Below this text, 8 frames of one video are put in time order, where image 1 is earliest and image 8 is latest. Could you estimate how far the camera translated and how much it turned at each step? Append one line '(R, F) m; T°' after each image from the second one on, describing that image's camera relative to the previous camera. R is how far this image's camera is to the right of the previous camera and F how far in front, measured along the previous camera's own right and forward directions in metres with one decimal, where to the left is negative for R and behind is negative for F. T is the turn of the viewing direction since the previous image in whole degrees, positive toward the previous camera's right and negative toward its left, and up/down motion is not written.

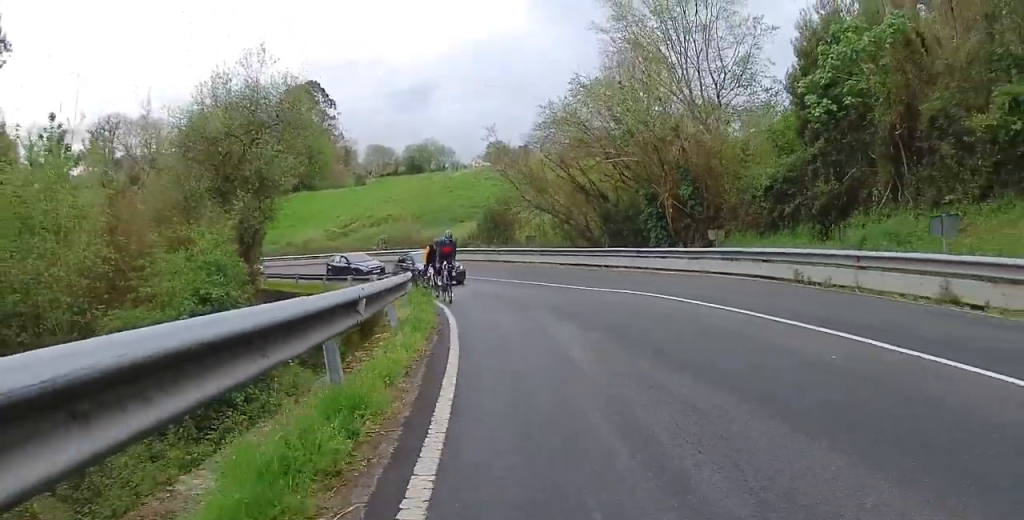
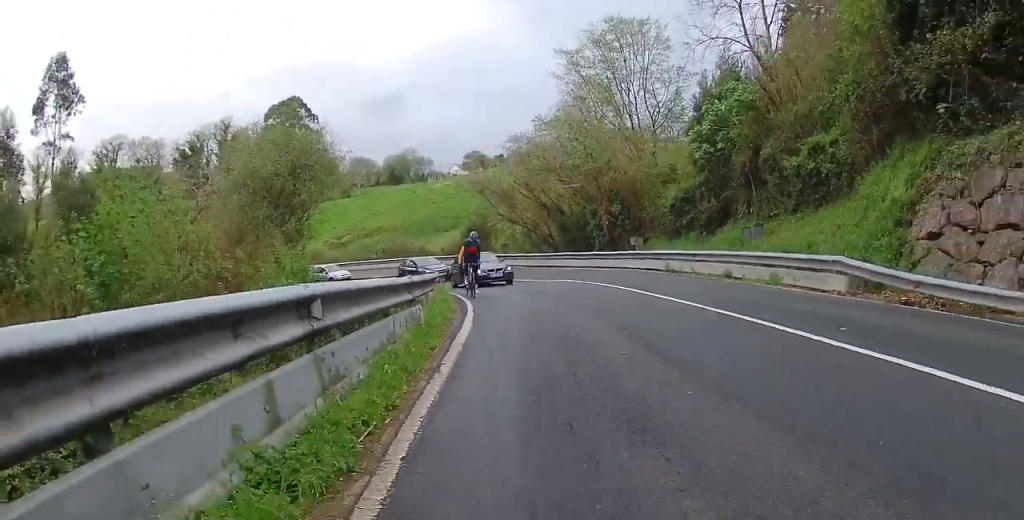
(-0.3, +8.3) m; -5°
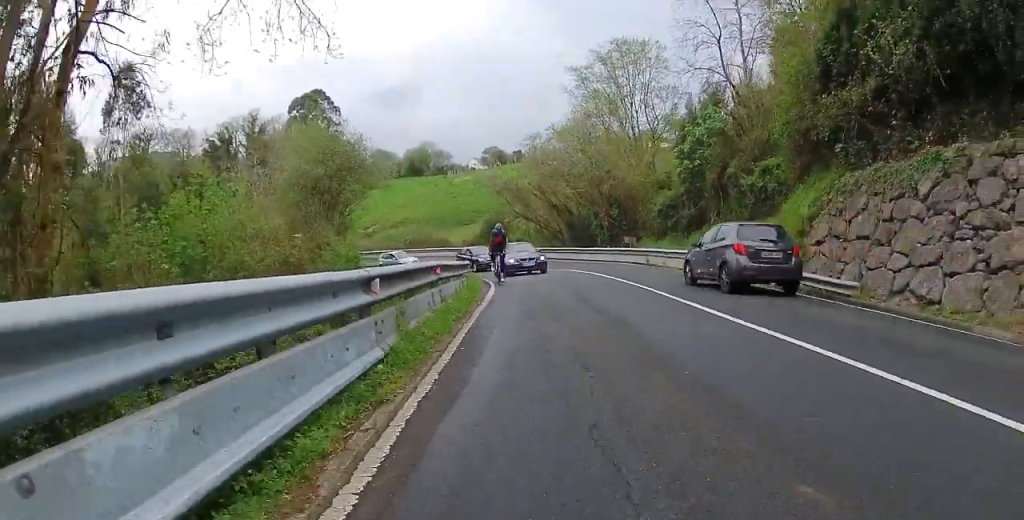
(0.0, +5.4) m; +1°
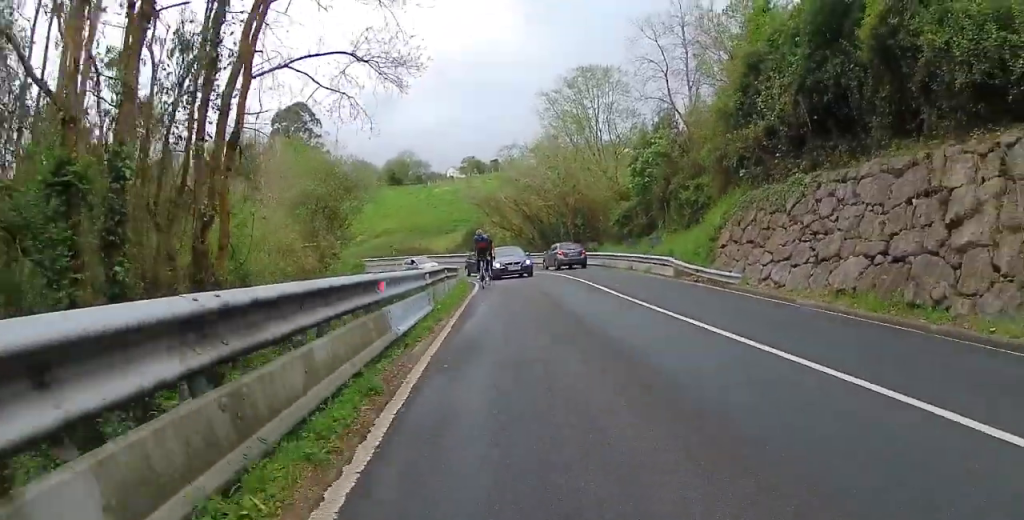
(+0.1, +5.5) m; +2°
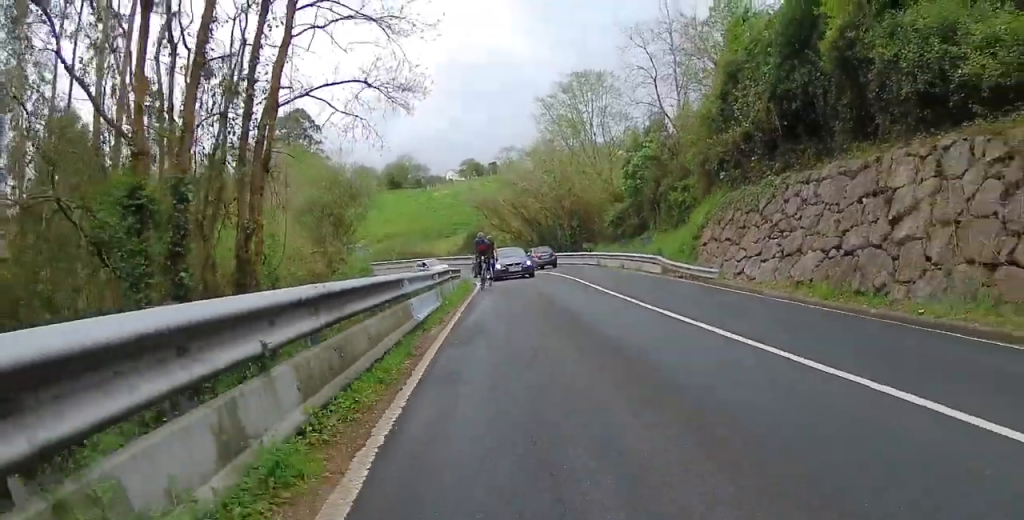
(0.0, +1.8) m; +1°
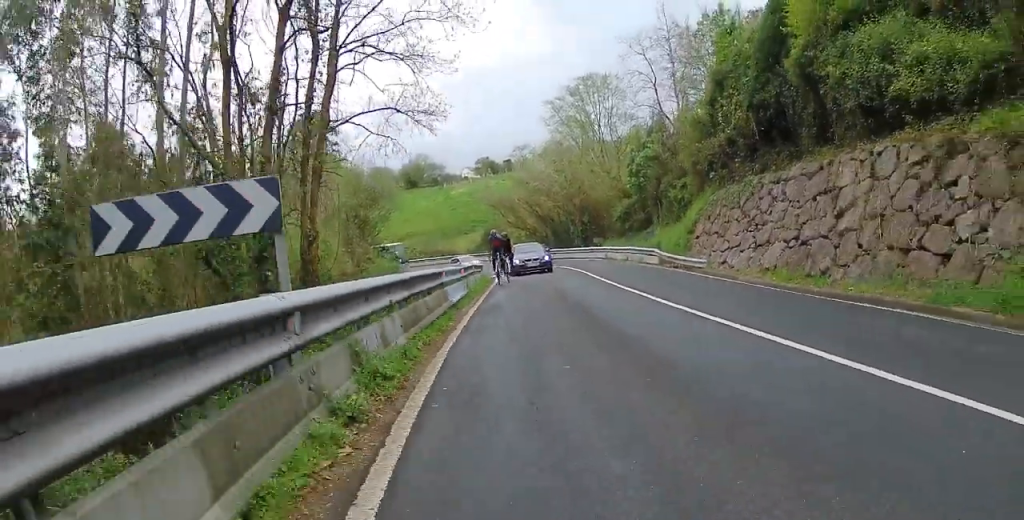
(0.0, +2.9) m; -3°
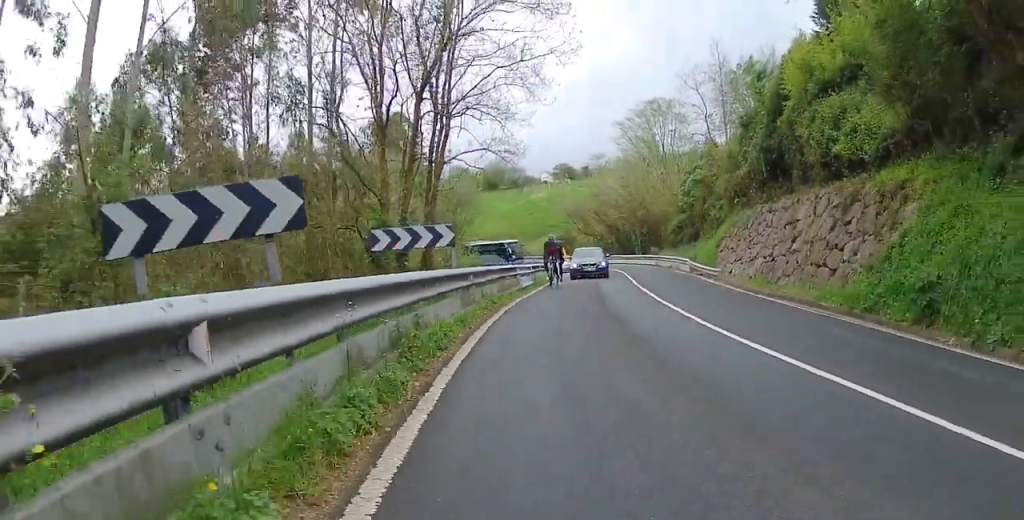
(-0.5, +6.9) m; -6°
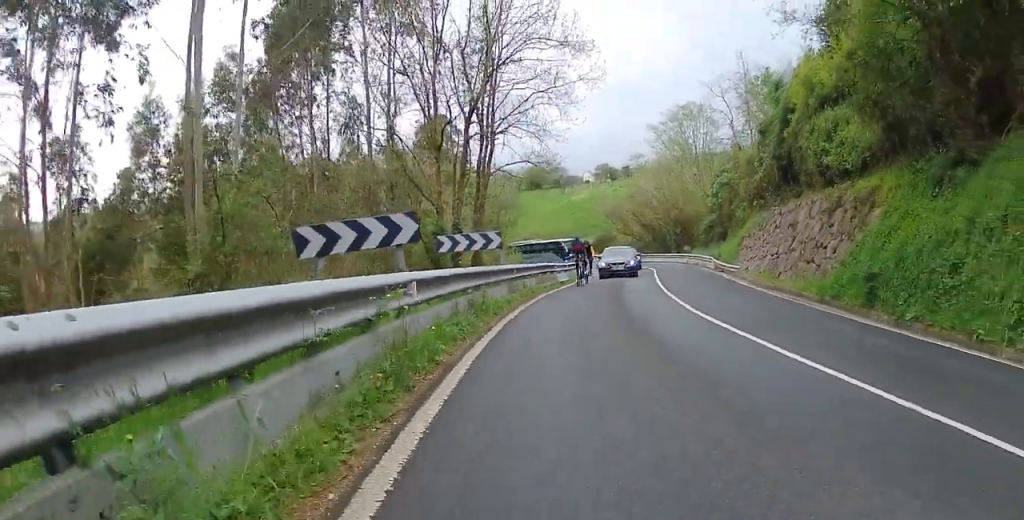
(+0.1, +3.3) m; 0°
